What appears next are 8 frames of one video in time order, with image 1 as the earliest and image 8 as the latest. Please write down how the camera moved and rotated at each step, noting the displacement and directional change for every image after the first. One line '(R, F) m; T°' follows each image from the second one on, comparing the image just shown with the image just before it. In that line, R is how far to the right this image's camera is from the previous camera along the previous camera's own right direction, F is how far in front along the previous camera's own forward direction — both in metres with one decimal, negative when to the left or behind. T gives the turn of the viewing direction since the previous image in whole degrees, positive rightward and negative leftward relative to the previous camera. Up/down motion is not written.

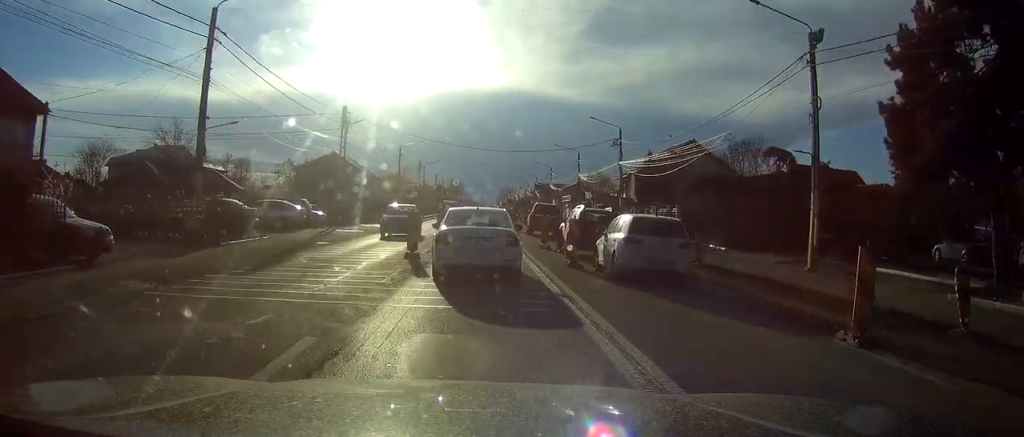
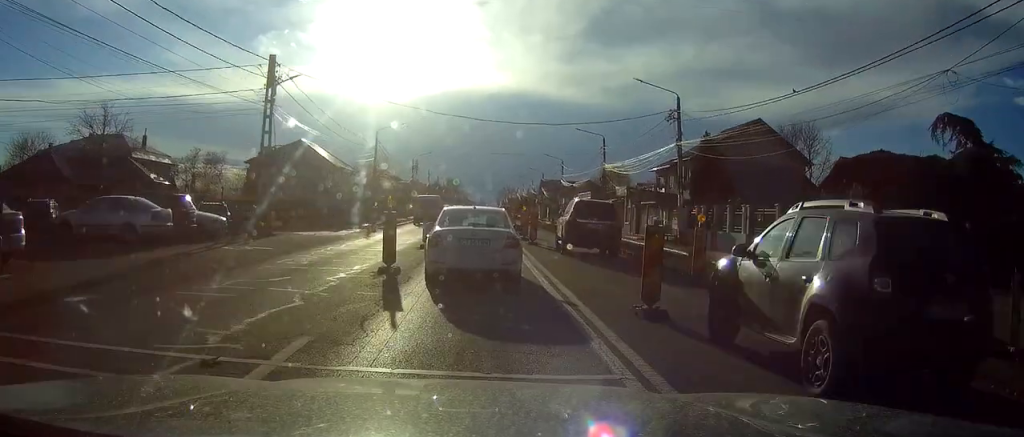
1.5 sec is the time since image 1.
(+0.1, +17.6) m; 0°
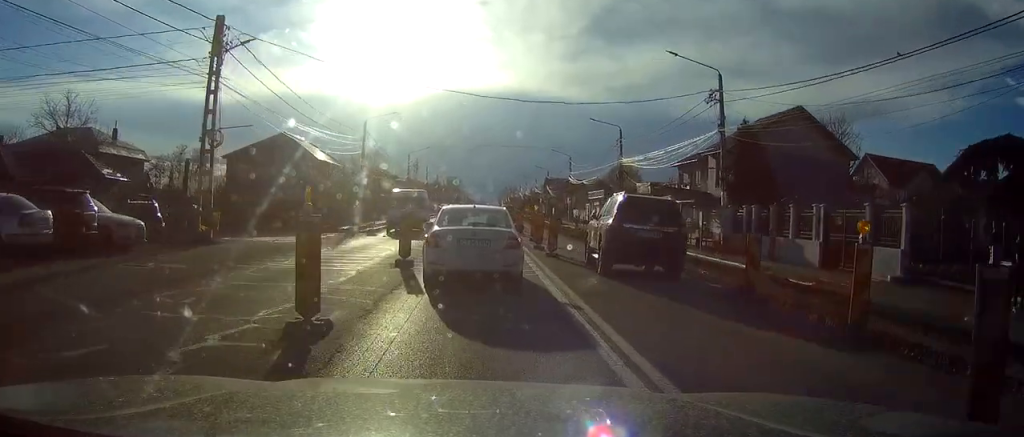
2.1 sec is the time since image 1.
(-0.1, +7.2) m; 0°
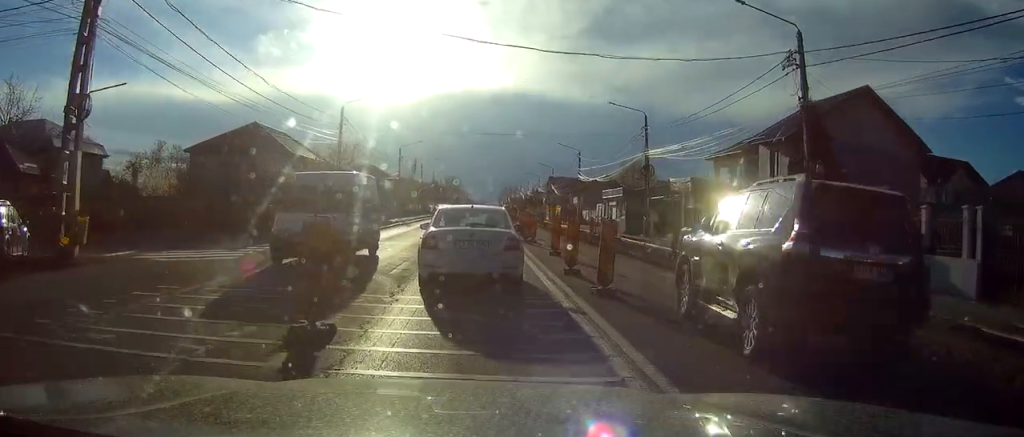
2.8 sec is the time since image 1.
(+0.1, +9.2) m; 0°
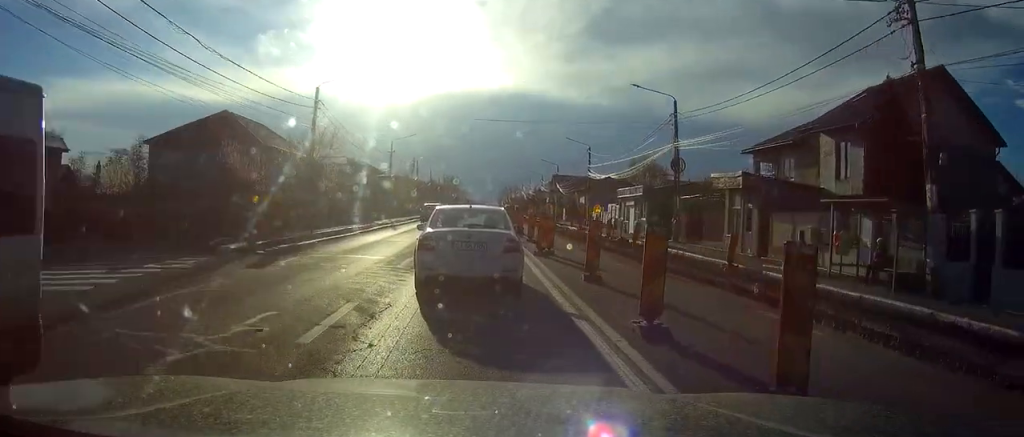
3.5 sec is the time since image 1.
(0.0, +7.6) m; 0°
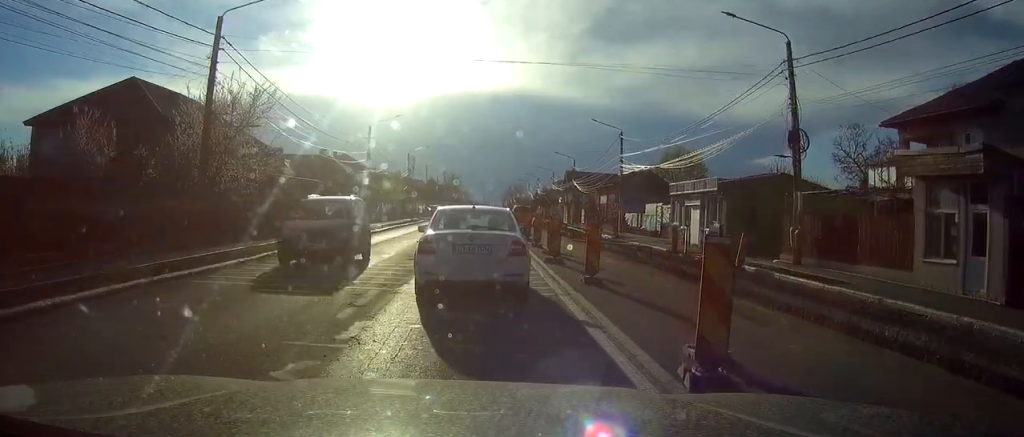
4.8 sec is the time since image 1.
(0.0, +16.2) m; 0°
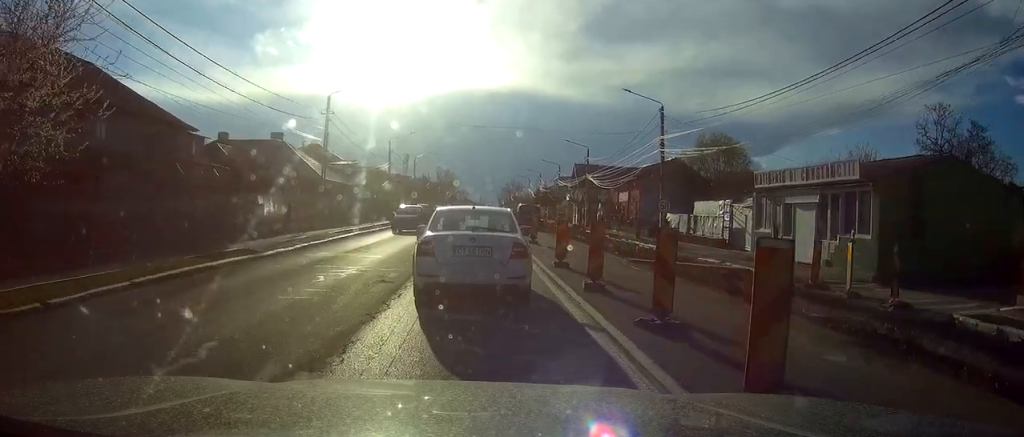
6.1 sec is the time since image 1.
(0.0, +14.8) m; 0°
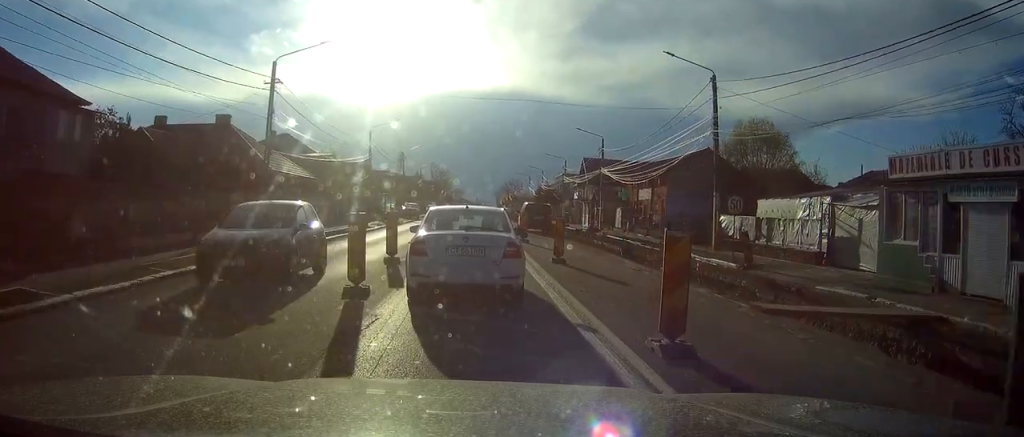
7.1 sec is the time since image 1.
(0.0, +11.2) m; 0°
